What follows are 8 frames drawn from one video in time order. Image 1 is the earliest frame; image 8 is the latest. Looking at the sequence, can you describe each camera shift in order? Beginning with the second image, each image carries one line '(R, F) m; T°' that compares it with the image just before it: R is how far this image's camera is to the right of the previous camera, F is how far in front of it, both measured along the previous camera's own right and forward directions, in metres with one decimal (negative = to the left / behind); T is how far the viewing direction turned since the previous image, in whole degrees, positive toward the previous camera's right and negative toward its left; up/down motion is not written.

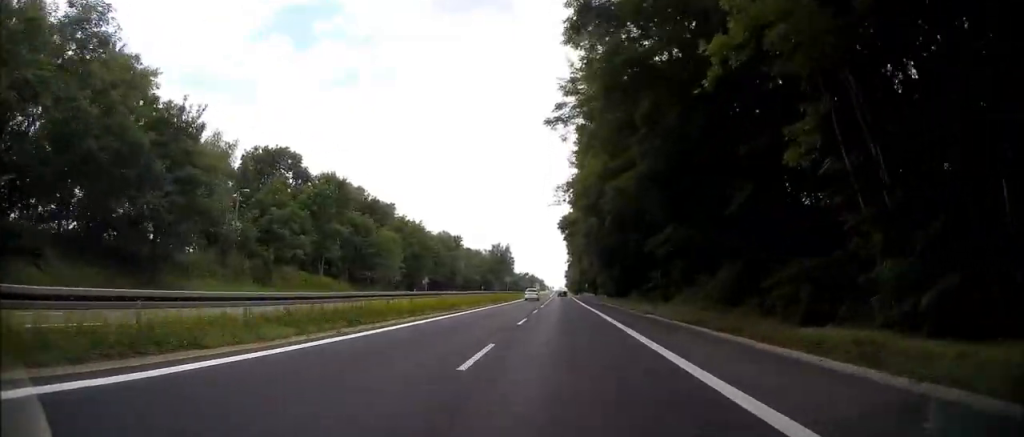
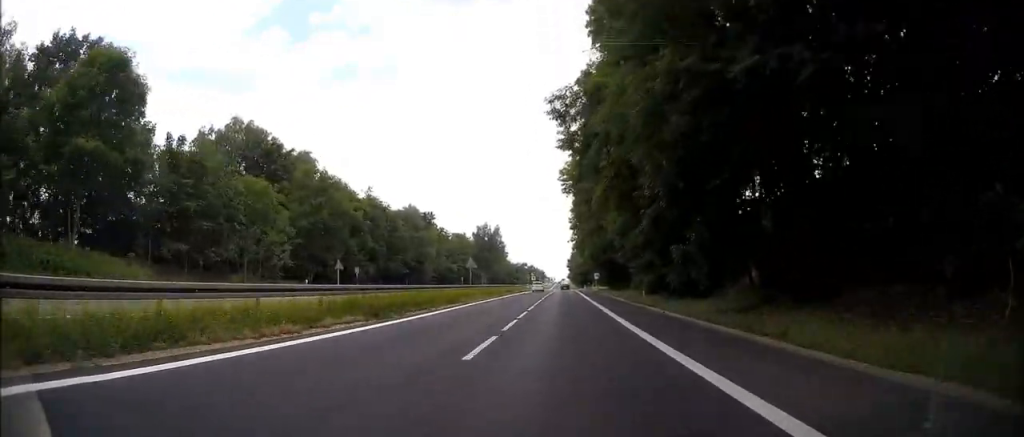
(+0.4, +34.9) m; 0°
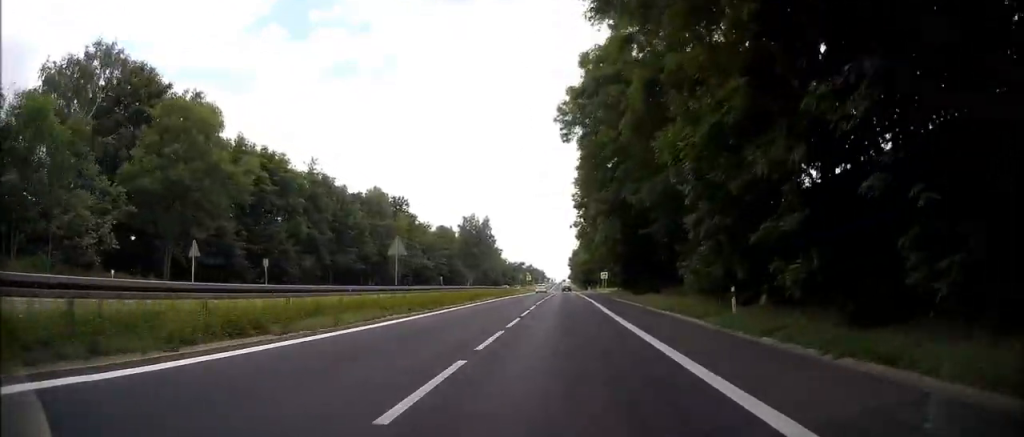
(-0.2, +22.0) m; 0°
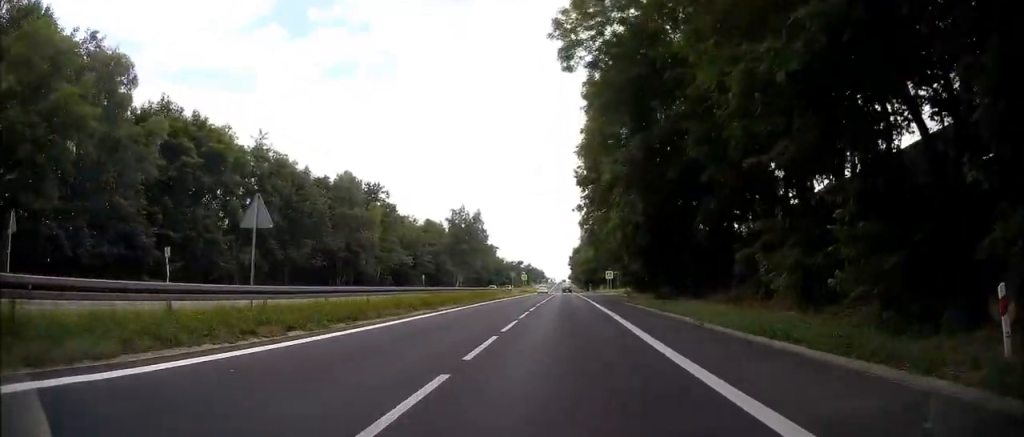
(+0.1, +12.9) m; 0°
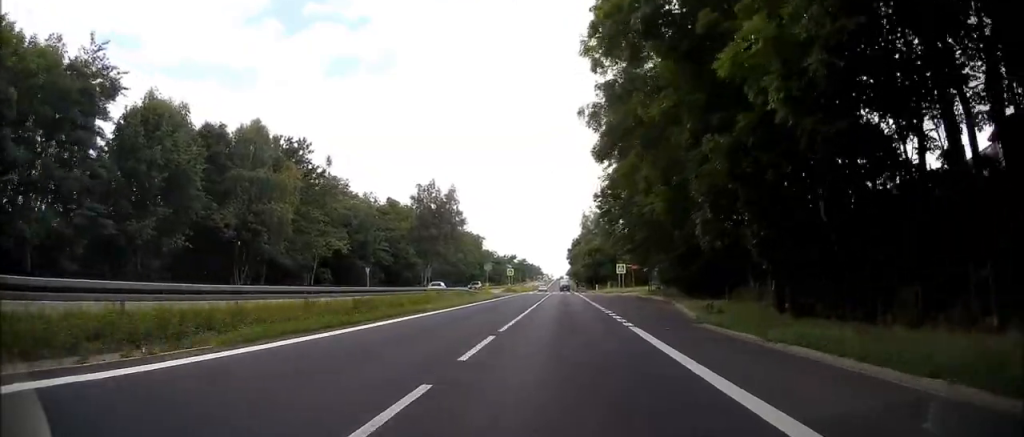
(-0.1, +24.4) m; -1°
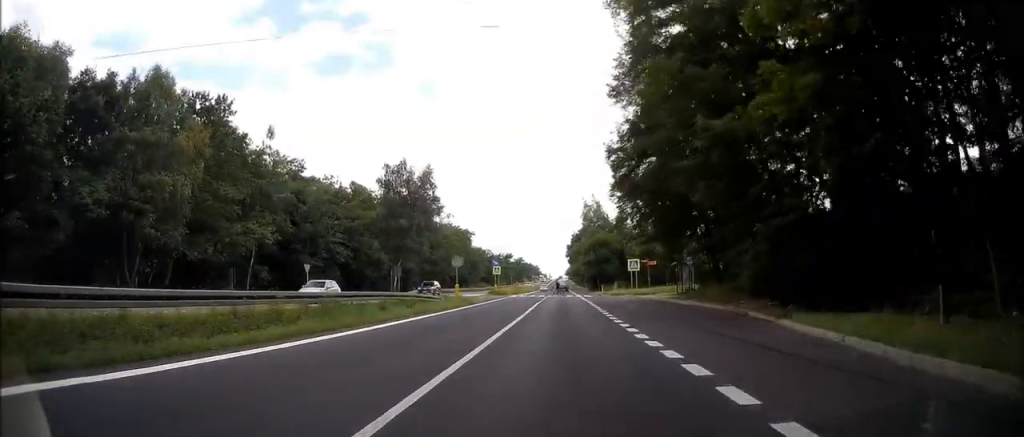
(0.0, +16.1) m; 0°
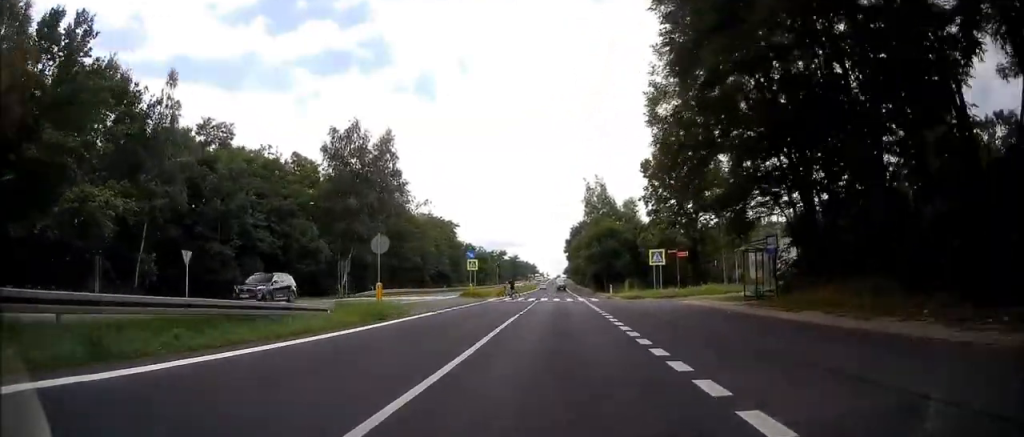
(+0.1, +17.5) m; 0°
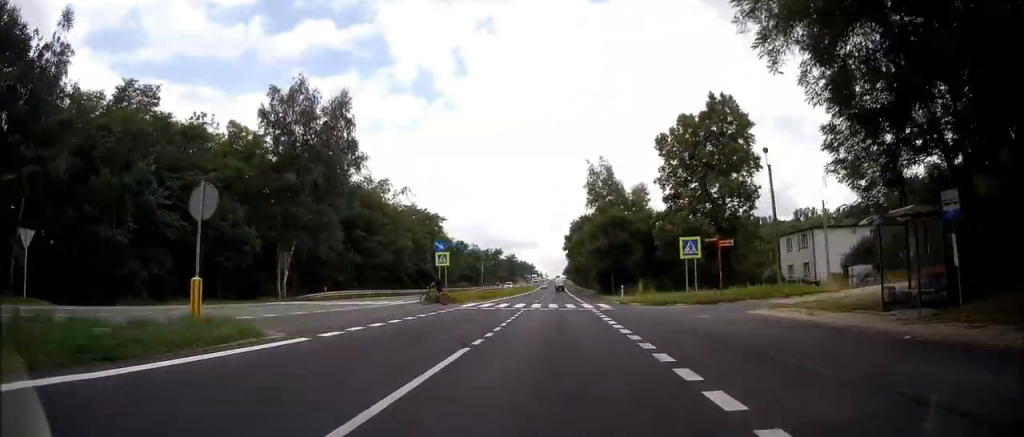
(0.0, +12.8) m; 0°
